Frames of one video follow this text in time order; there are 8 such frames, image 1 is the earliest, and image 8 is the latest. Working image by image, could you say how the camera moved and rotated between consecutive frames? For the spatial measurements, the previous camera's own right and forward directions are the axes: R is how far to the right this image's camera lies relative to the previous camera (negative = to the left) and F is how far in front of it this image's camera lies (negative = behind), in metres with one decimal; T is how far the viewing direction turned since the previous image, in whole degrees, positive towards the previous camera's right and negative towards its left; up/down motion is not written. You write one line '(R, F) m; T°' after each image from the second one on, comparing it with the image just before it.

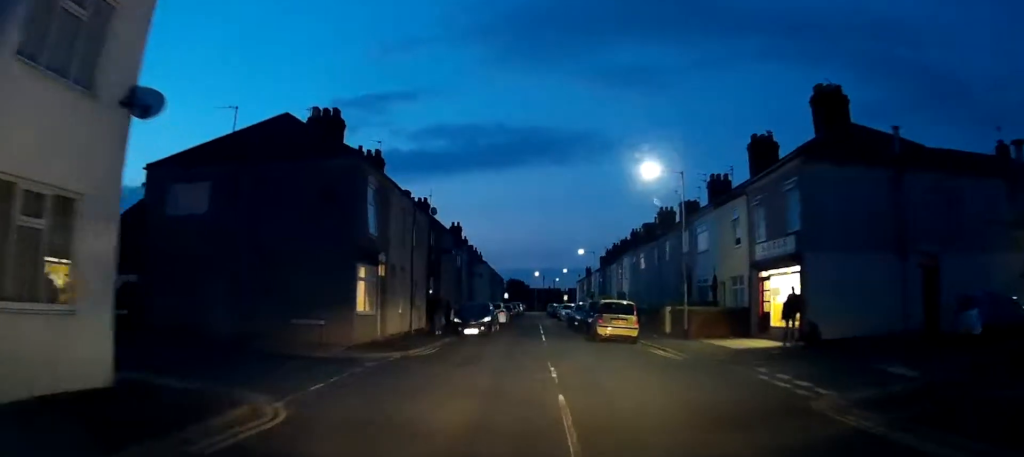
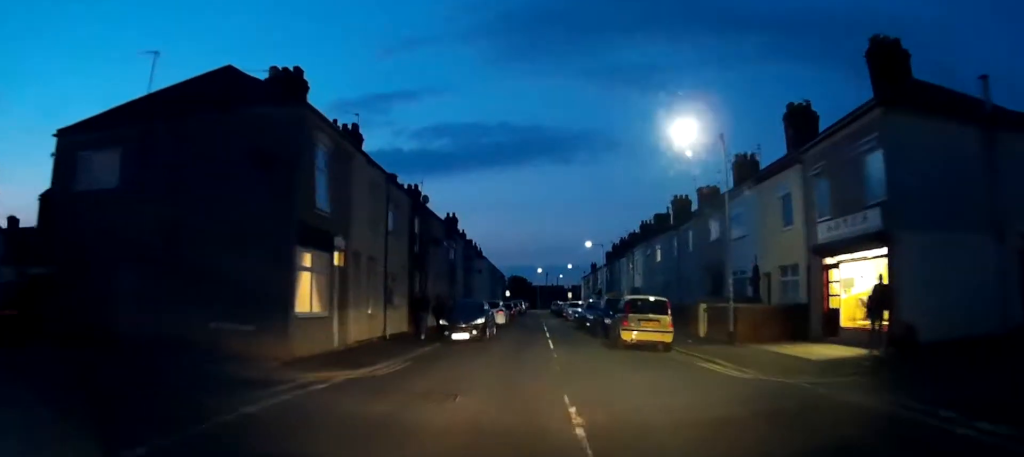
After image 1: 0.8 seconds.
(-0.1, +4.4) m; -1°
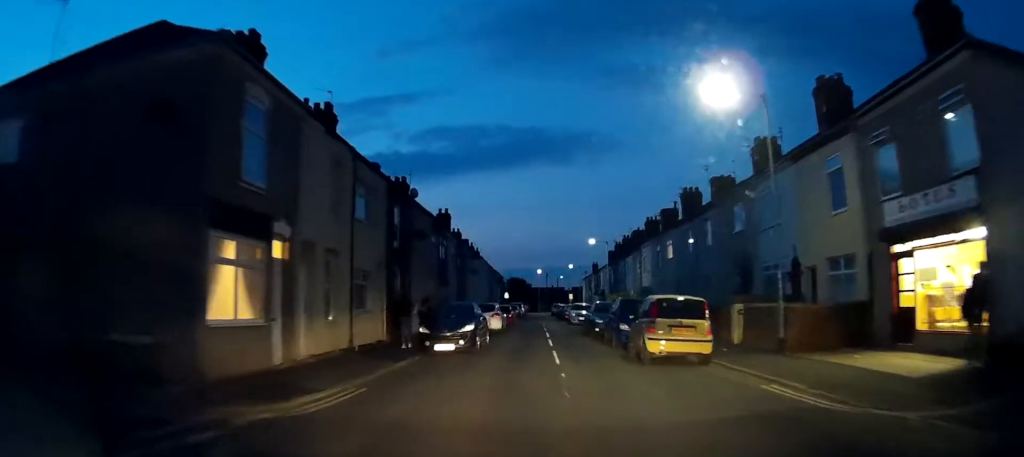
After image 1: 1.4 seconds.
(+0.1, +3.3) m; 0°
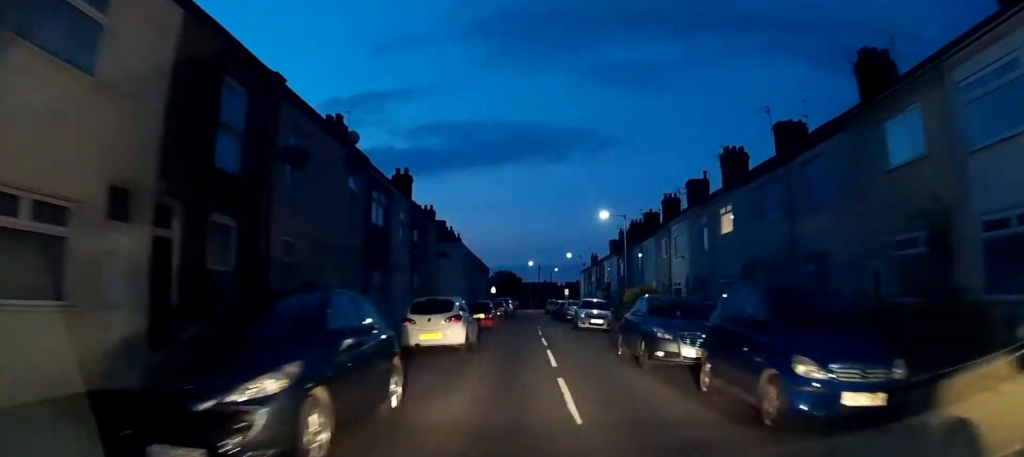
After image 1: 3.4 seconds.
(-0.1, +12.2) m; 0°
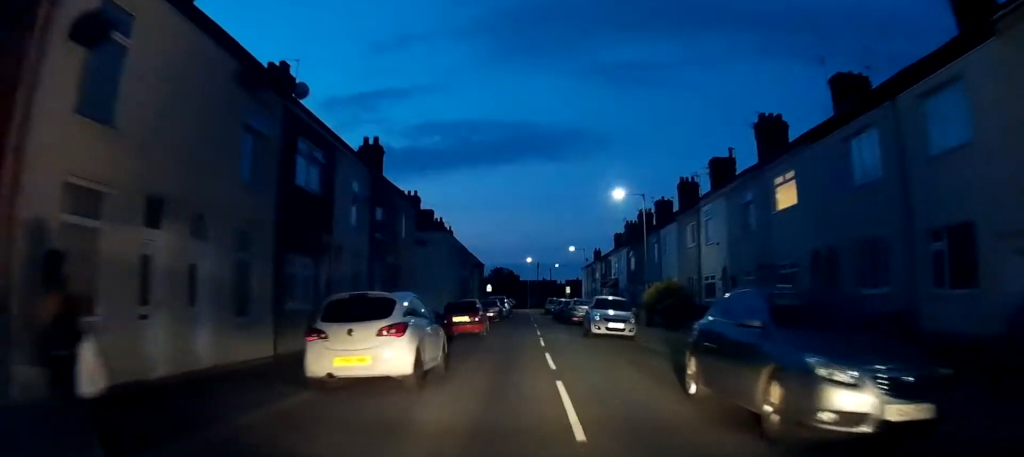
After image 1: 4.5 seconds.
(0.0, +6.8) m; 0°
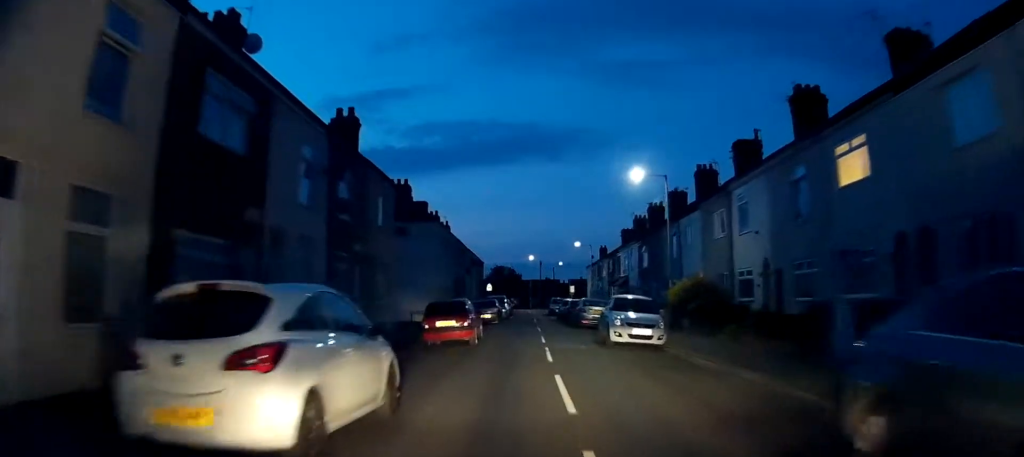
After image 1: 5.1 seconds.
(0.0, +4.4) m; 0°
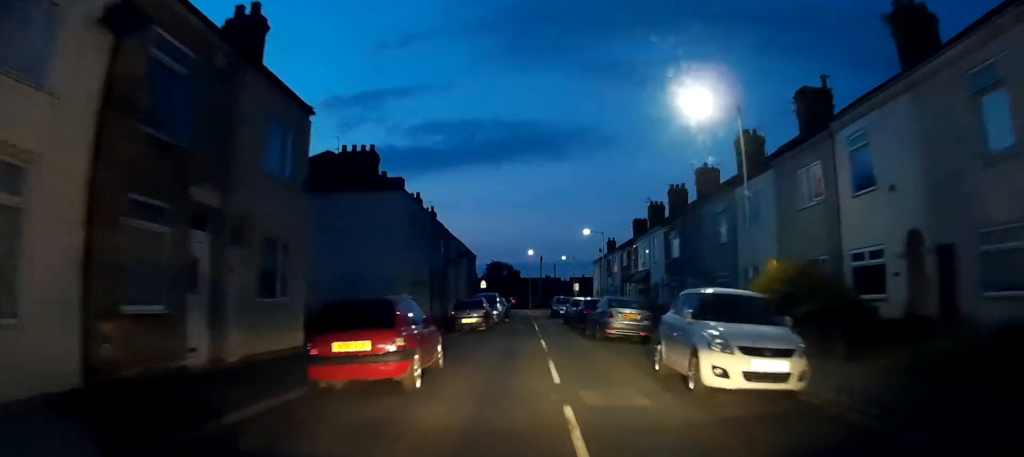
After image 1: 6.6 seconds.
(+0.2, +9.3) m; +2°
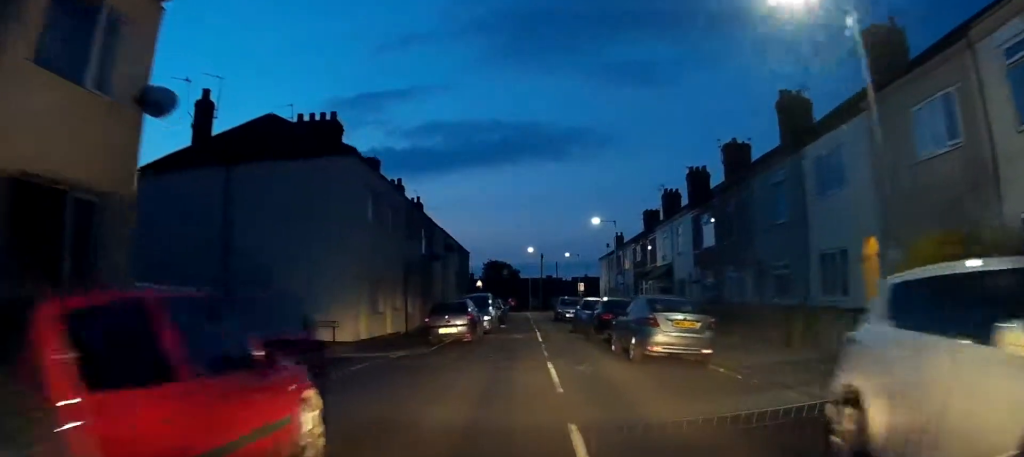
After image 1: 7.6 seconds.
(0.0, +6.7) m; -2°
